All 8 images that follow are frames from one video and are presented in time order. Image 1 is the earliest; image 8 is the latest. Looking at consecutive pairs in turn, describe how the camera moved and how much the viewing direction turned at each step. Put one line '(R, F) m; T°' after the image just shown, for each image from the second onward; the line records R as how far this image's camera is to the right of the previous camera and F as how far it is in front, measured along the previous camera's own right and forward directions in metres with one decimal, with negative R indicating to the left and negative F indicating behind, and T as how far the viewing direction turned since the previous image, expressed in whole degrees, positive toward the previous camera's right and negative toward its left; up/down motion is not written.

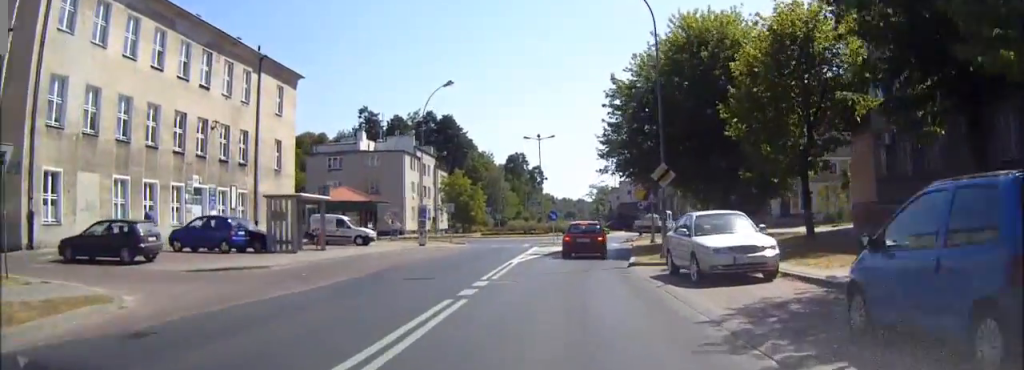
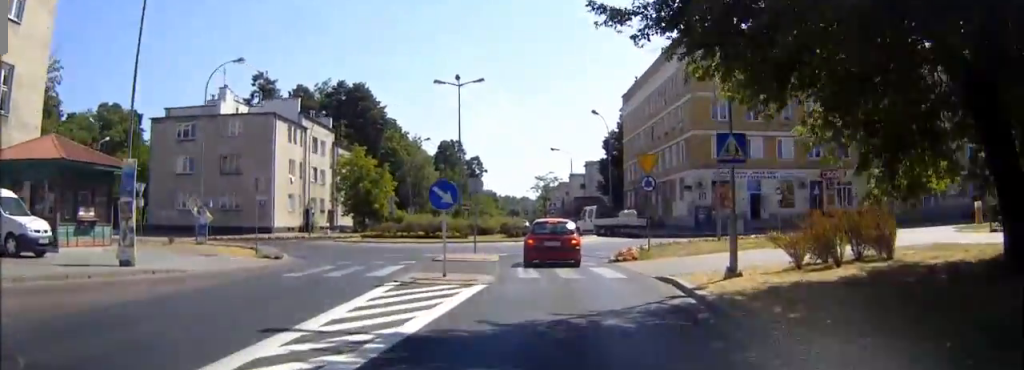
(+0.6, +28.0) m; +3°
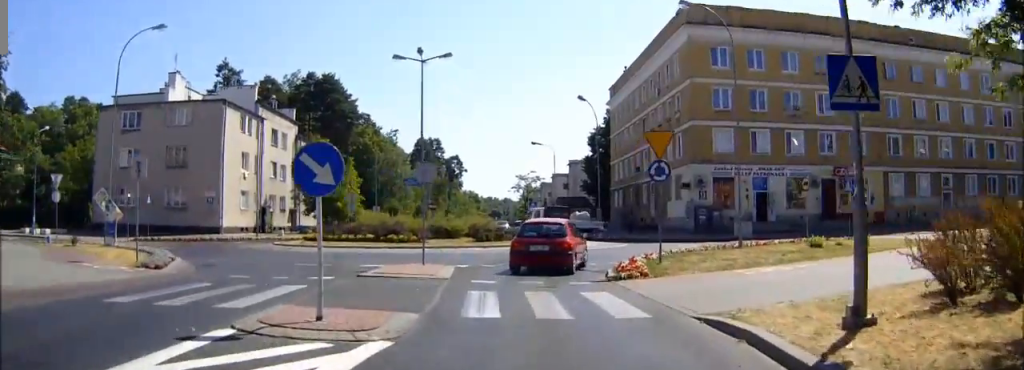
(+0.1, +7.2) m; 0°
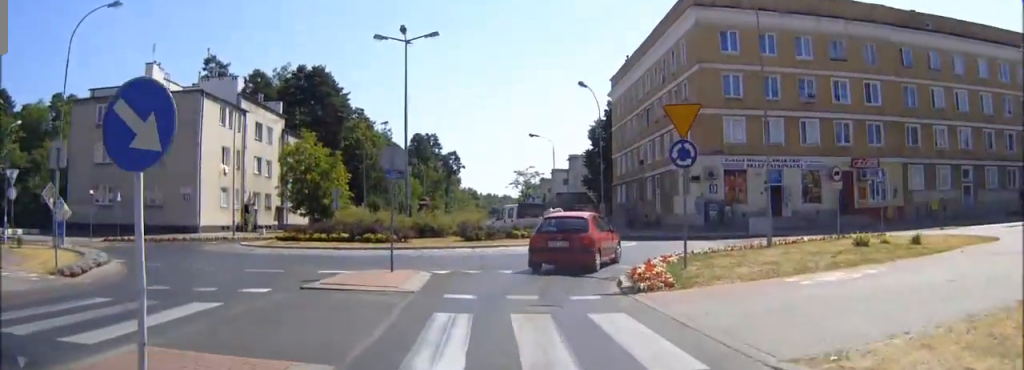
(0.0, +4.1) m; 0°
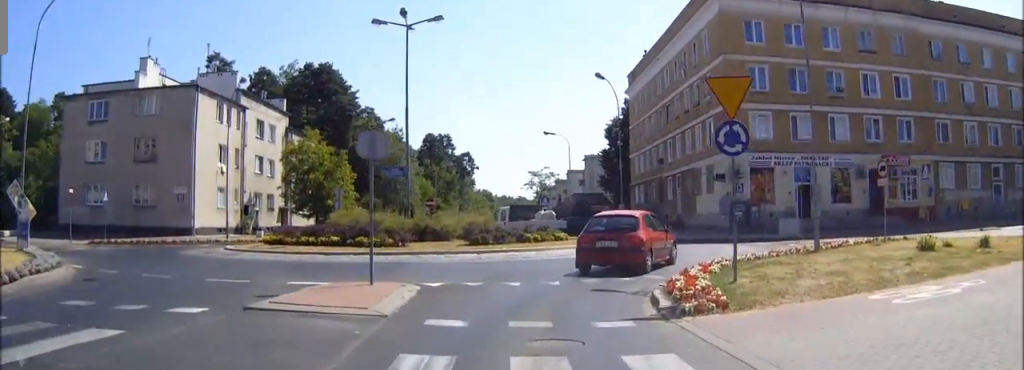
(0.0, +3.1) m; 0°
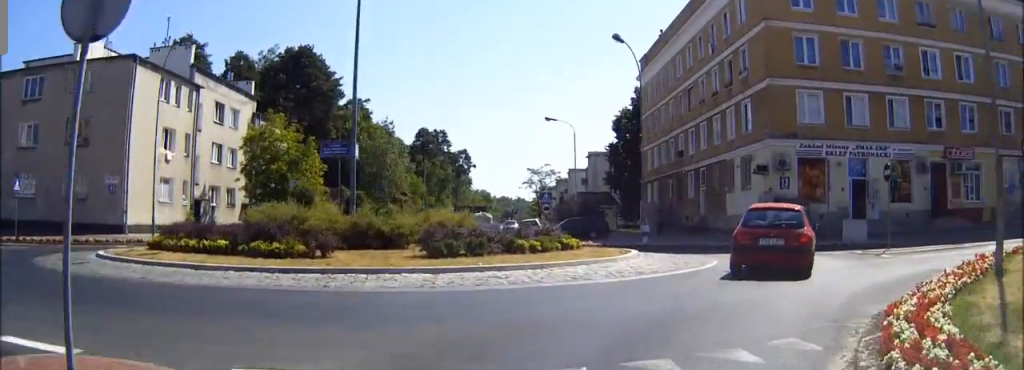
(0.0, +9.2) m; +3°
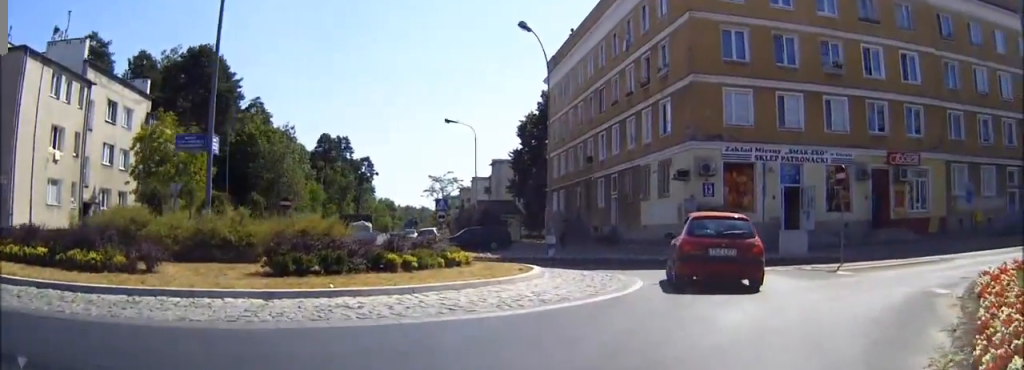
(+0.1, +3.6) m; +5°
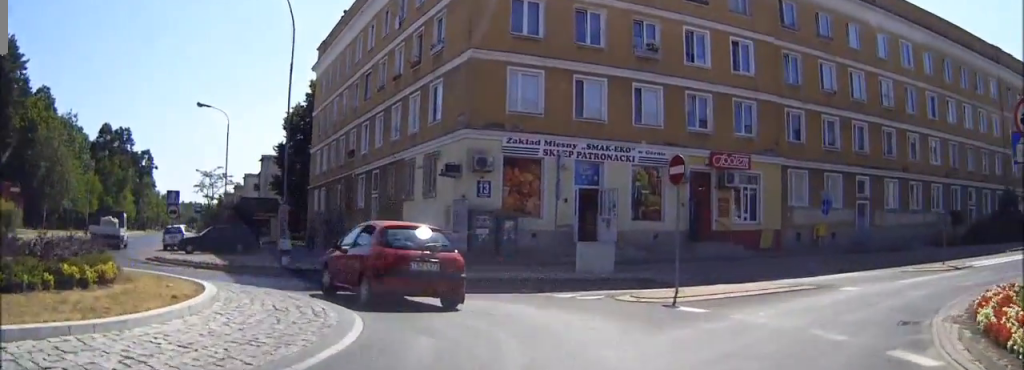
(+0.6, +6.2) m; +10°
